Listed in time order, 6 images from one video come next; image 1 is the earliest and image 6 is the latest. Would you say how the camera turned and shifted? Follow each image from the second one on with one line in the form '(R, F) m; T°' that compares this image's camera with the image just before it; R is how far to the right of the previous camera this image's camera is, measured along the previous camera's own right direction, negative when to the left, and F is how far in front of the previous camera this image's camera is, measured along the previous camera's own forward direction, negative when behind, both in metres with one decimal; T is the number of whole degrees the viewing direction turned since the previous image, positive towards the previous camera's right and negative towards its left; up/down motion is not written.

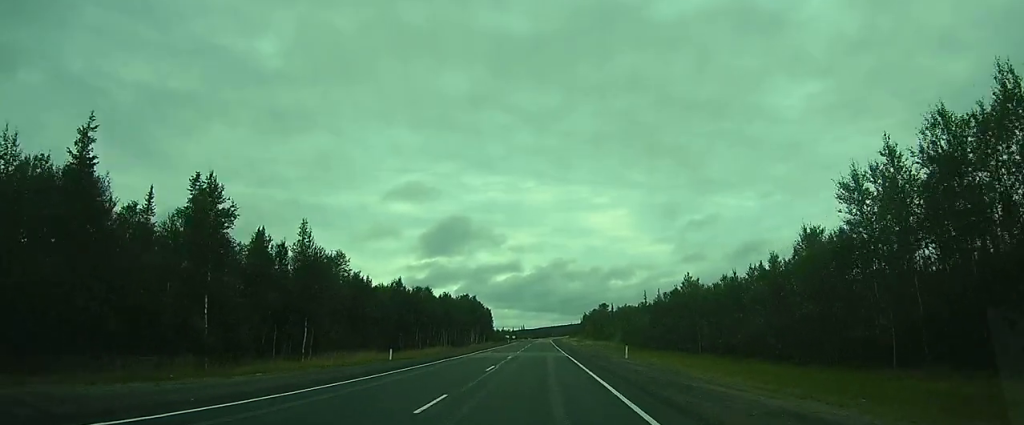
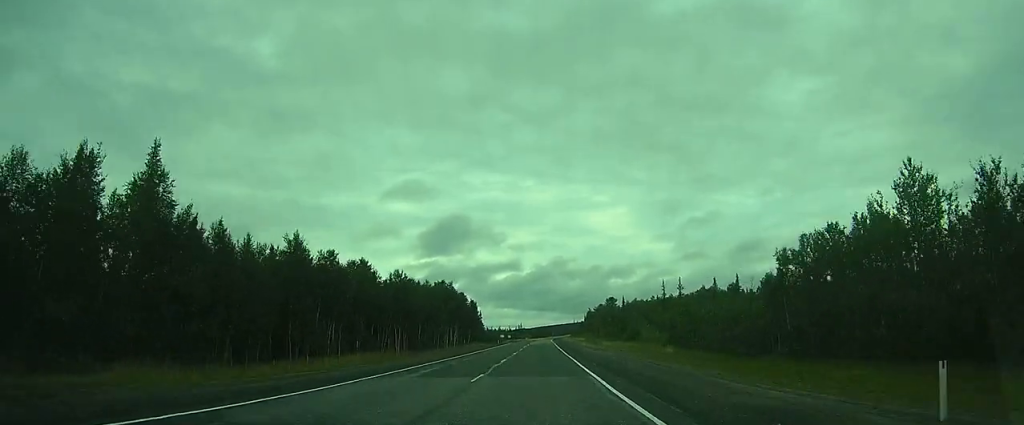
(+0.4, +32.3) m; +1°
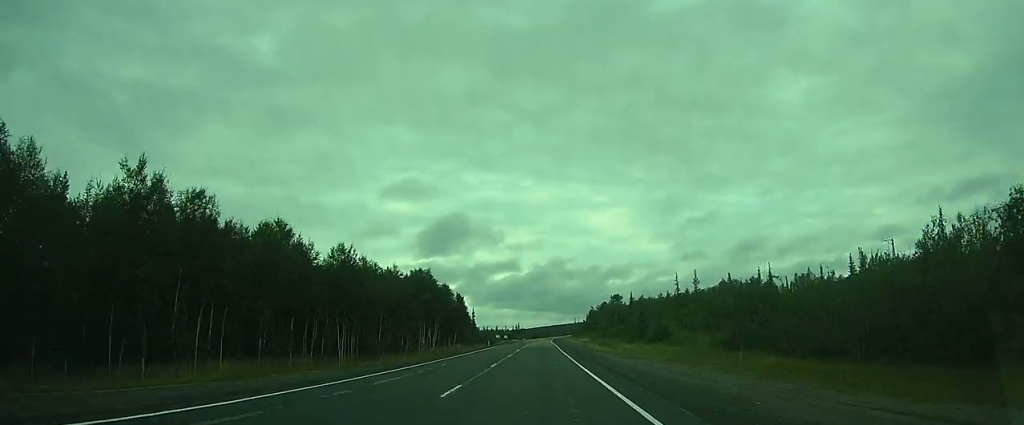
(+0.1, +18.0) m; 0°
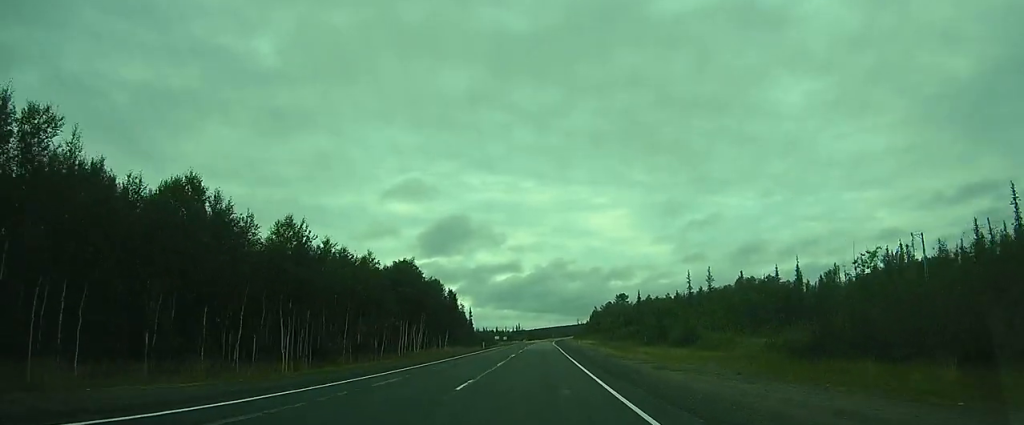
(0.0, +10.3) m; 0°
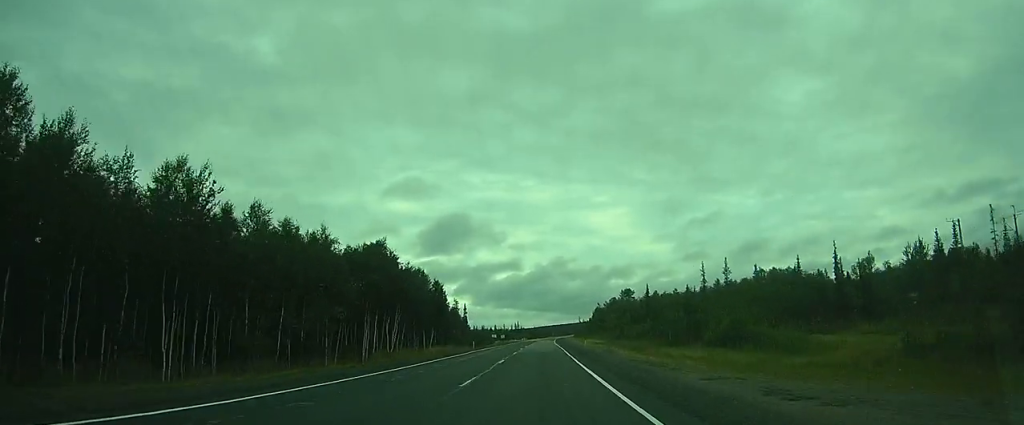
(0.0, +11.8) m; 0°
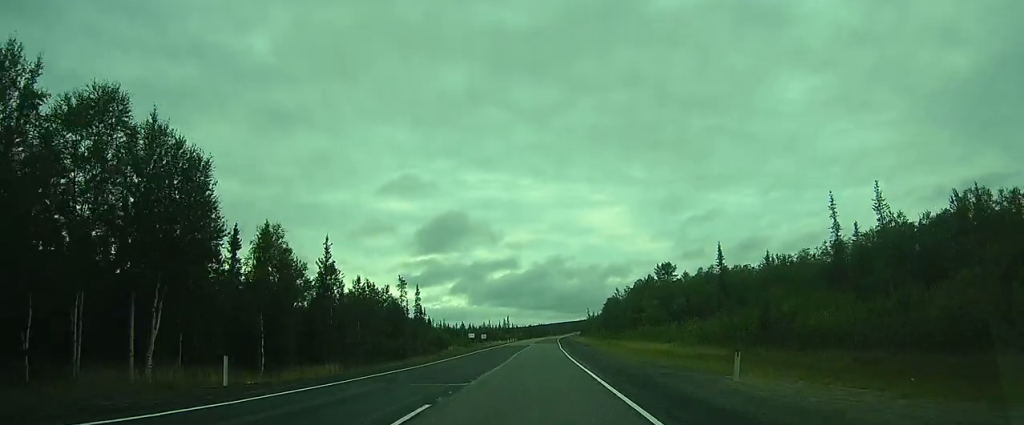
(+0.1, +55.0) m; 0°
